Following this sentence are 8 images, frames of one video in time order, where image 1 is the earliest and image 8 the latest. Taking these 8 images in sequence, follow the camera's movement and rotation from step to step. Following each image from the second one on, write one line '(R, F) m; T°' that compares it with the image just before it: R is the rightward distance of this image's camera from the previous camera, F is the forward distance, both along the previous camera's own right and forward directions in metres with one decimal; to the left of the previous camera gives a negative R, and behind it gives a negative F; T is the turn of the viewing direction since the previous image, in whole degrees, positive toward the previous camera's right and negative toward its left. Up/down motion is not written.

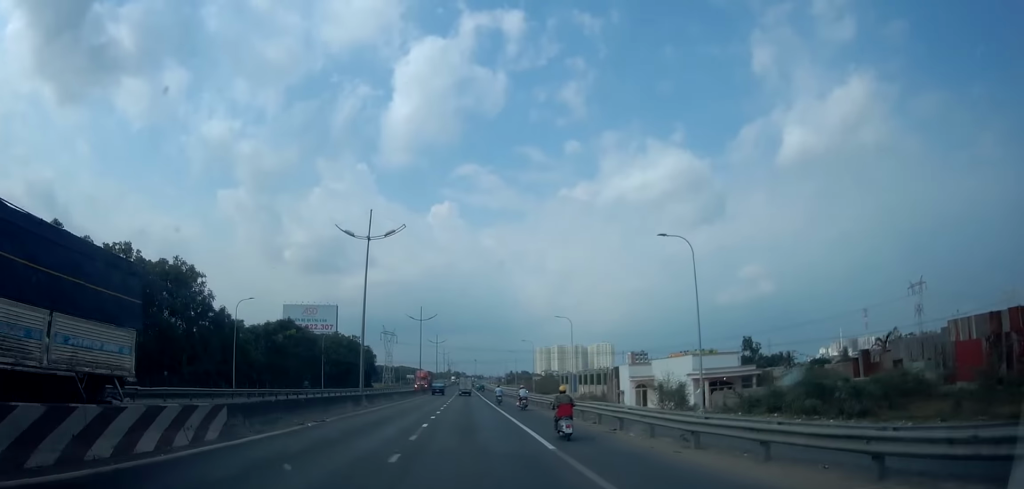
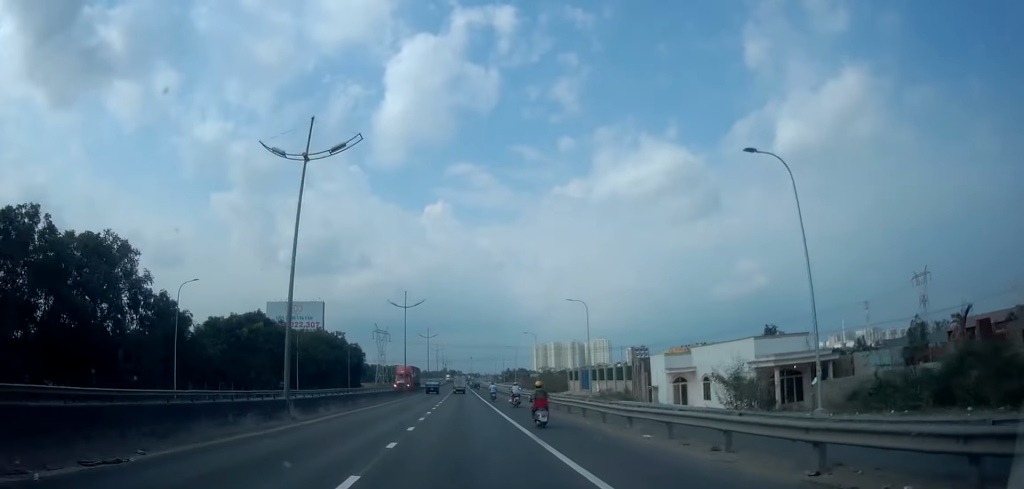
(+0.2, +11.0) m; 0°
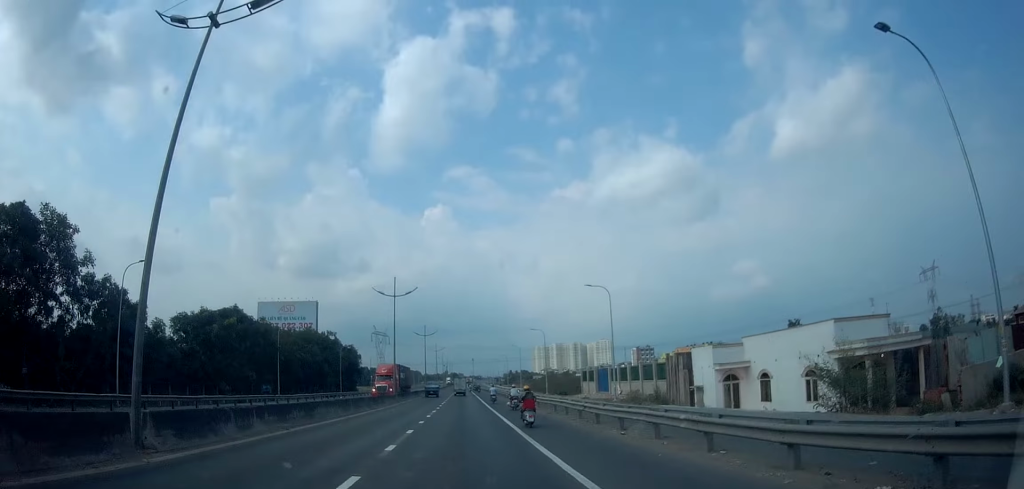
(-0.6, +8.7) m; 0°
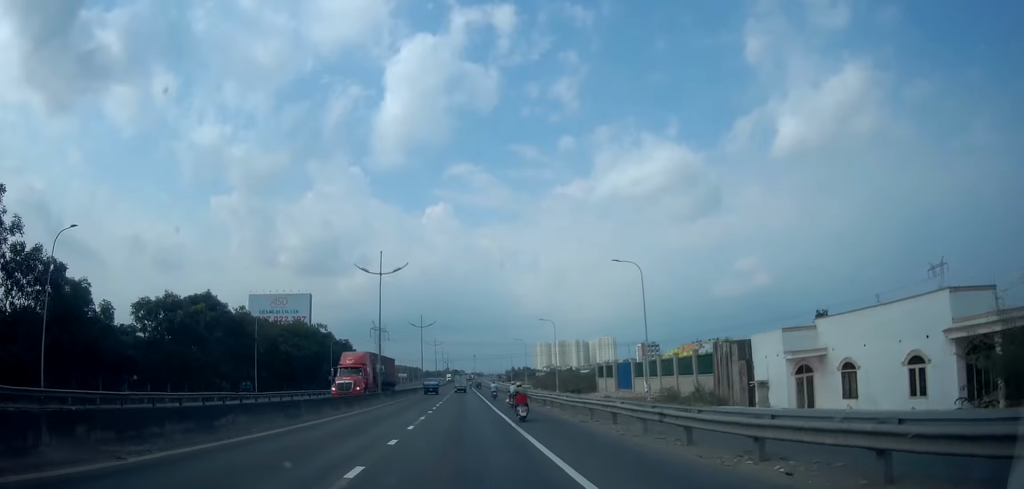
(+0.3, +8.1) m; +1°
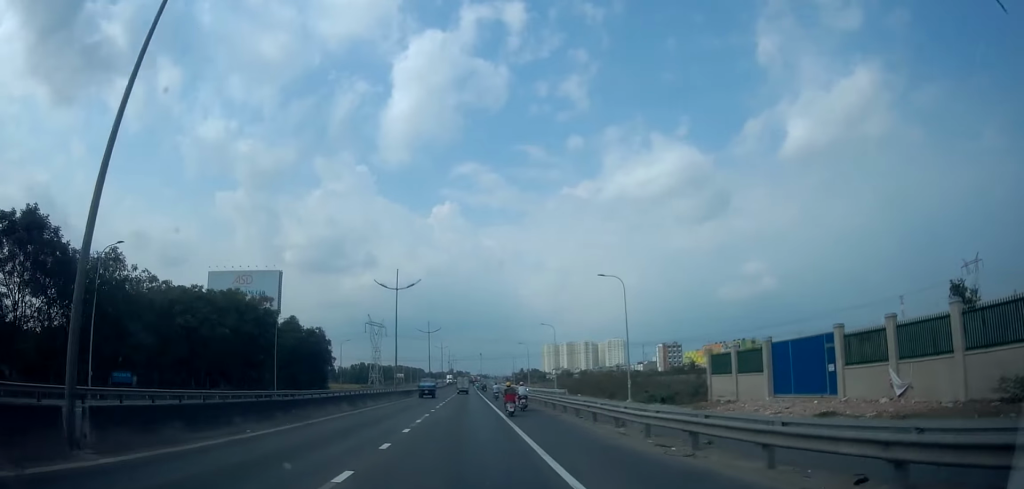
(0.0, +30.5) m; -2°
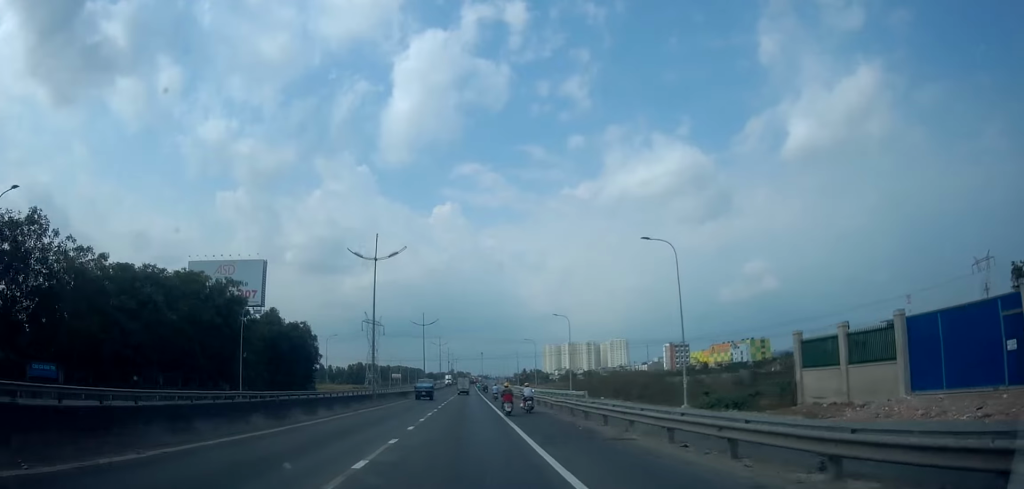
(-0.3, +11.0) m; 0°
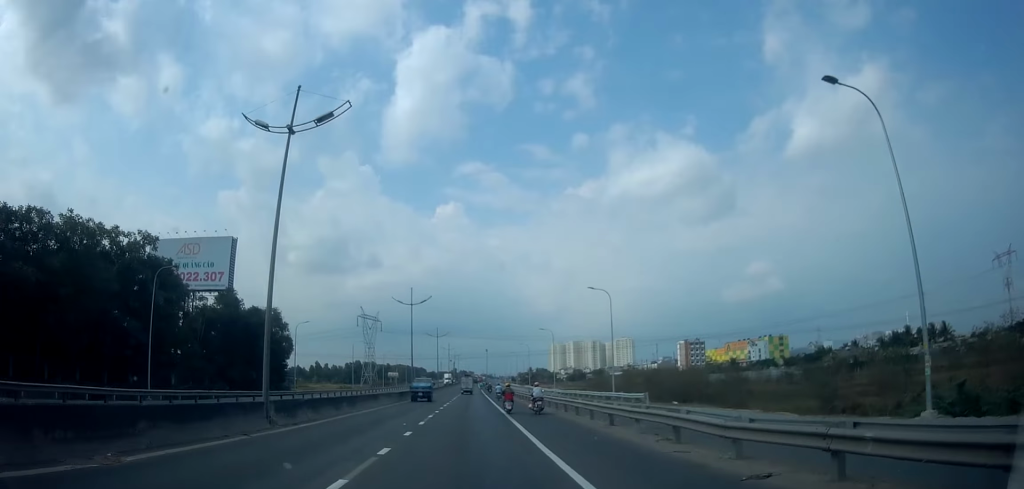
(+0.4, +17.7) m; 0°
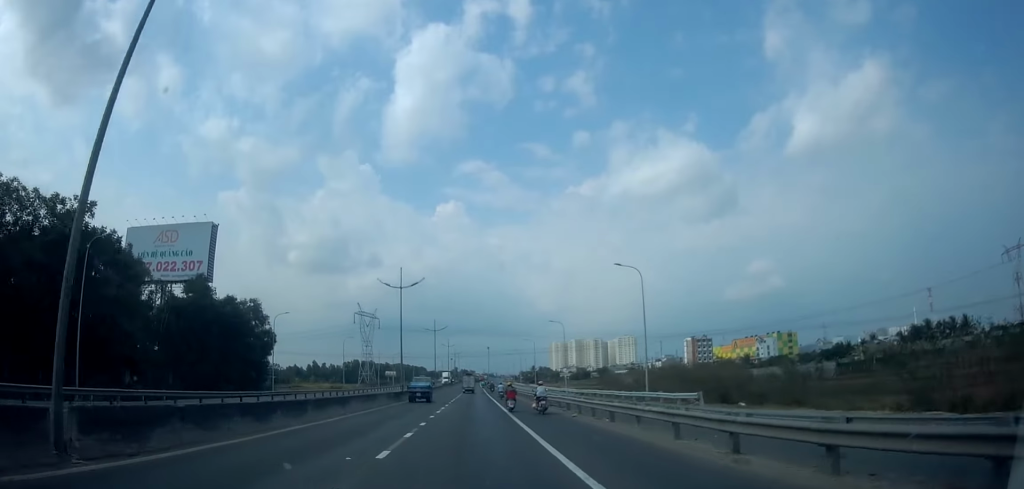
(-0.5, +9.1) m; 0°
